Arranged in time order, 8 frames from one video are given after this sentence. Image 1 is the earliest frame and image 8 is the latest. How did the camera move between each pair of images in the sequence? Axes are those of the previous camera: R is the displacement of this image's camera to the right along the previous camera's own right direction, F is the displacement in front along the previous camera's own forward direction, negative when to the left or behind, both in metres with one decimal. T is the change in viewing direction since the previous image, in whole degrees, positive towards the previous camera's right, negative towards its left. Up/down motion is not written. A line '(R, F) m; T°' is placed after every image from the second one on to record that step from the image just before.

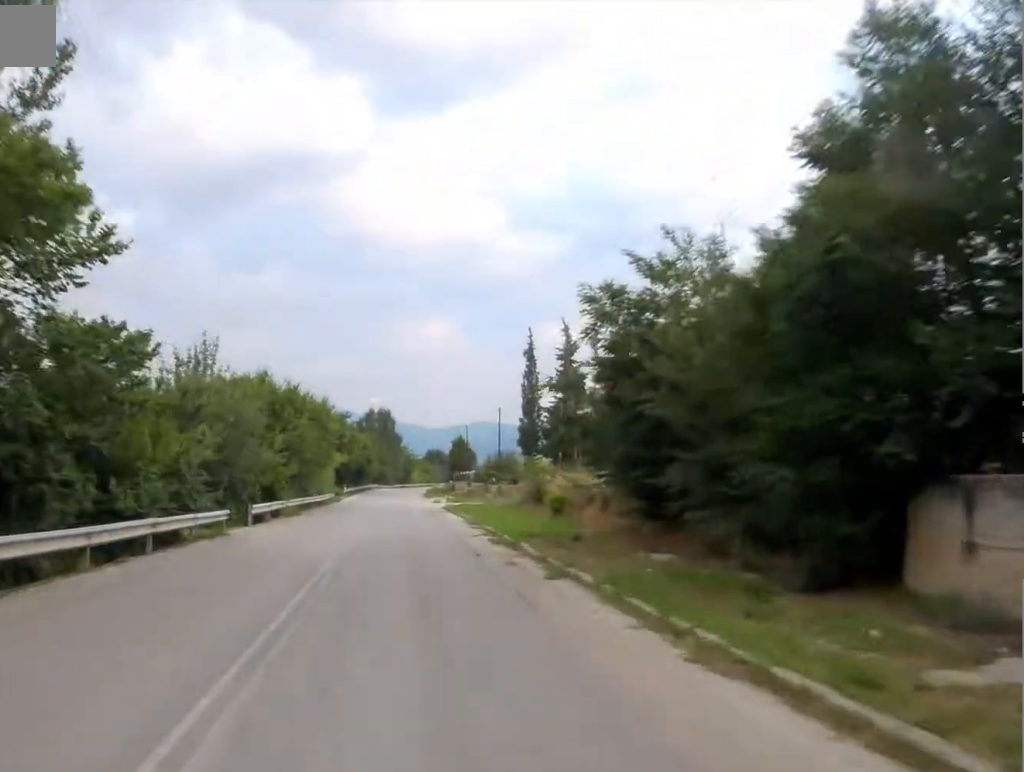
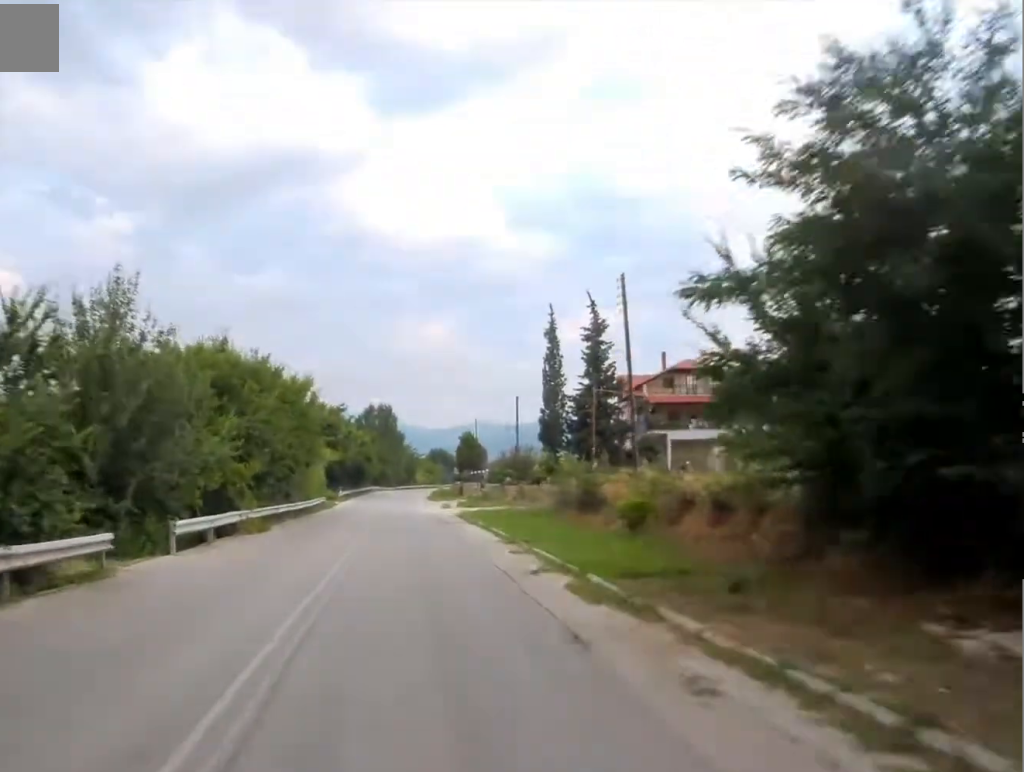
(+0.6, +12.4) m; +4°
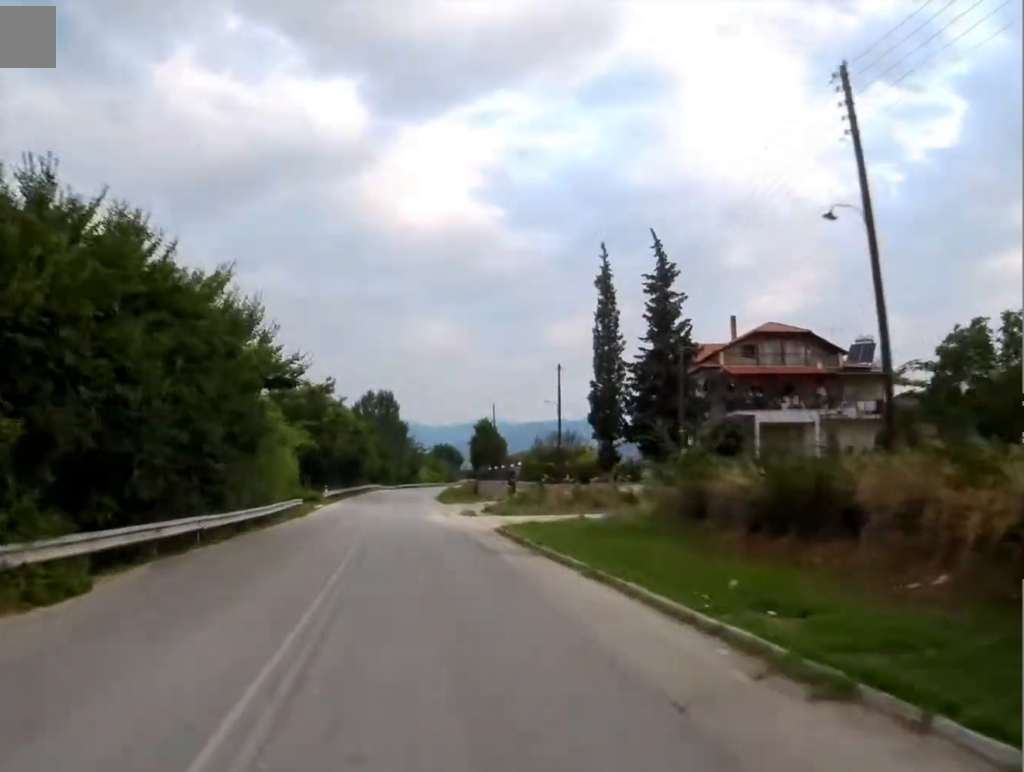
(+0.5, +19.0) m; -10°
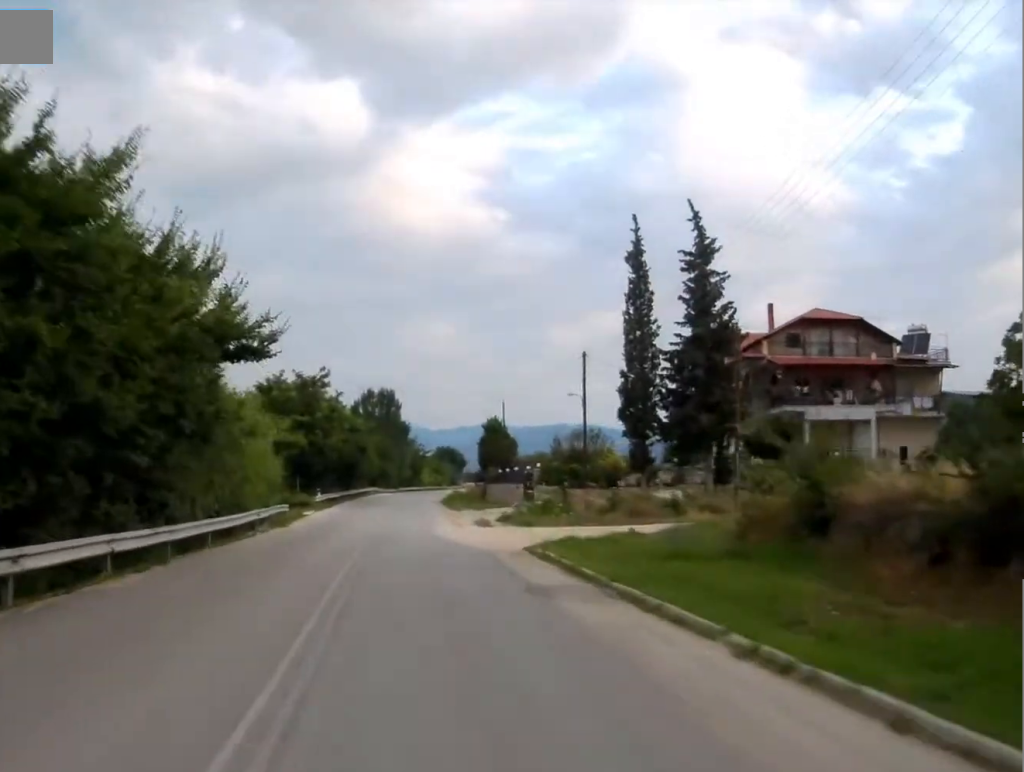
(-1.2, +6.5) m; -7°
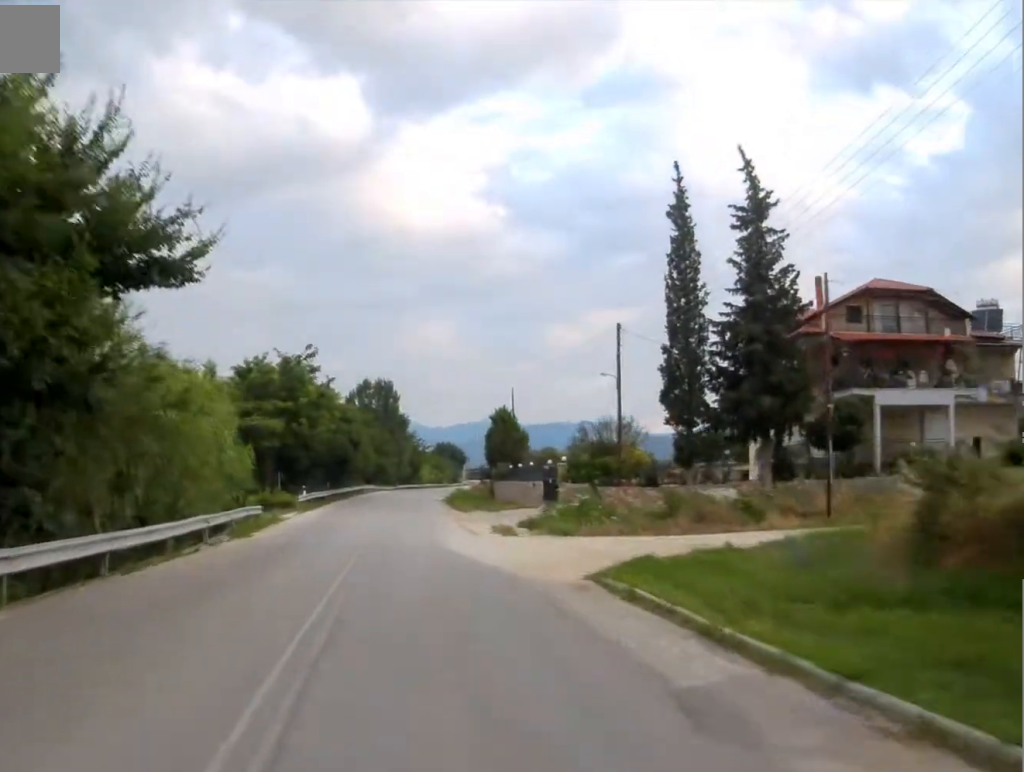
(-0.4, +7.5) m; +2°
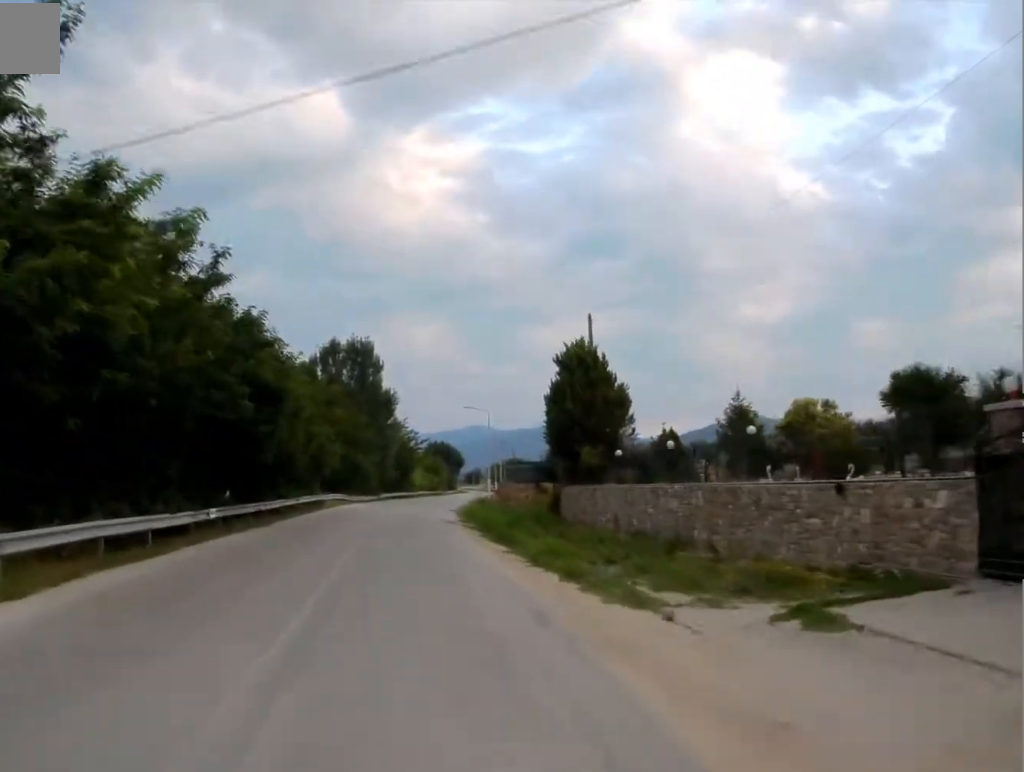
(+5.3, +33.6) m; +7°
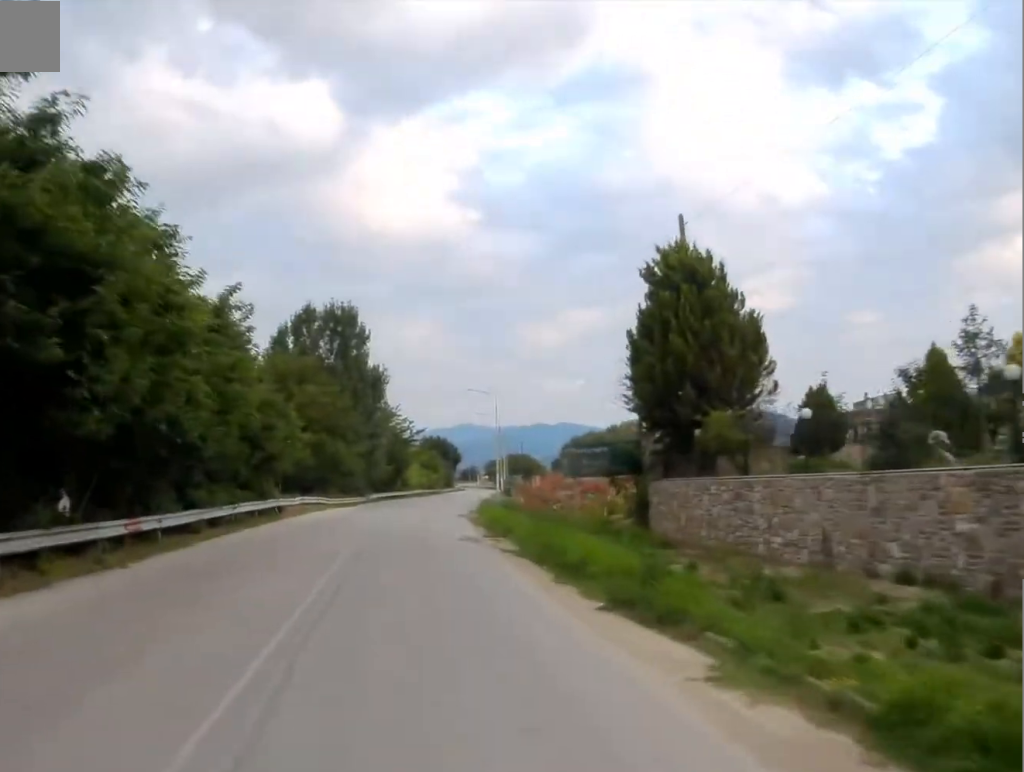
(-0.5, +14.1) m; -1°
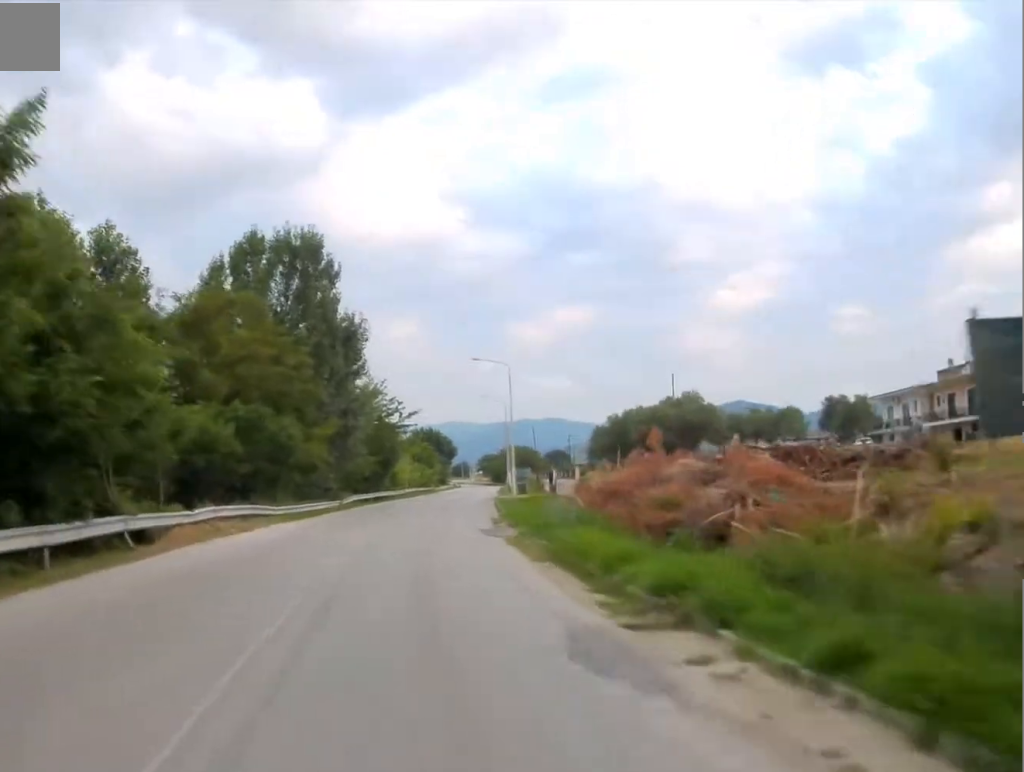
(+0.4, +18.7) m; +4°
